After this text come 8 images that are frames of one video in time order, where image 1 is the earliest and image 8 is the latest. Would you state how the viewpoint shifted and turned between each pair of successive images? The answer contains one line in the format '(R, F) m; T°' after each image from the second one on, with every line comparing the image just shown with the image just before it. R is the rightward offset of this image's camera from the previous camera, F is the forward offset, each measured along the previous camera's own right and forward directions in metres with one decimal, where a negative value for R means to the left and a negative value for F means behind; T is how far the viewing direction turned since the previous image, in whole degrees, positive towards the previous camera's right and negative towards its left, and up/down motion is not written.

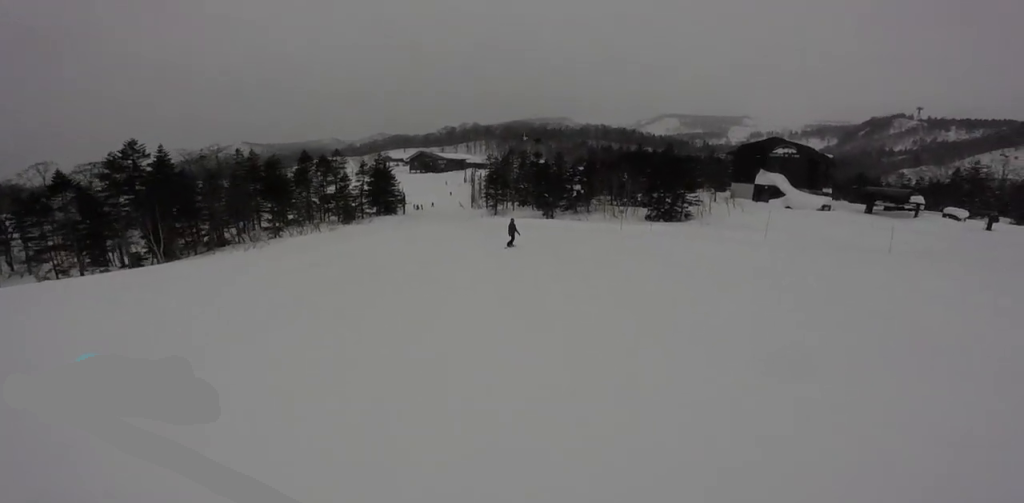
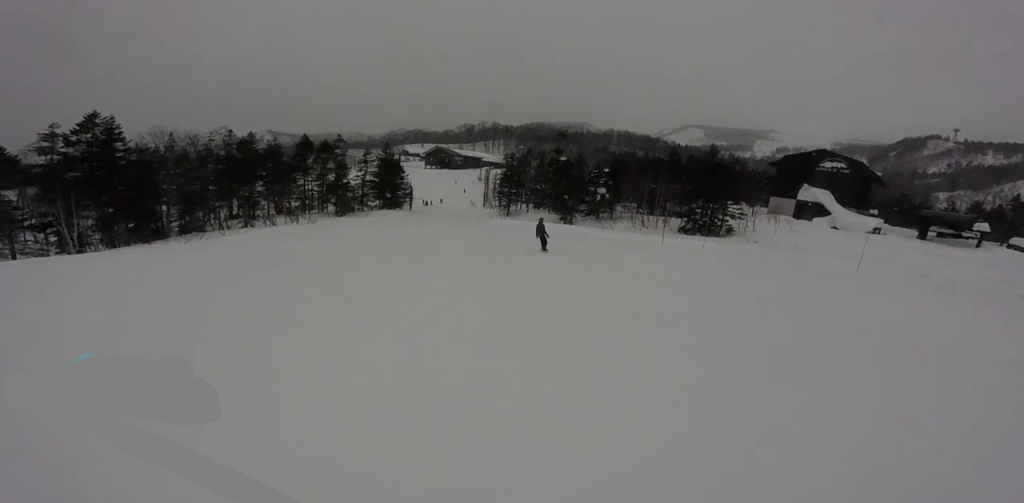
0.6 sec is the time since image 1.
(-0.8, +3.4) m; -10°
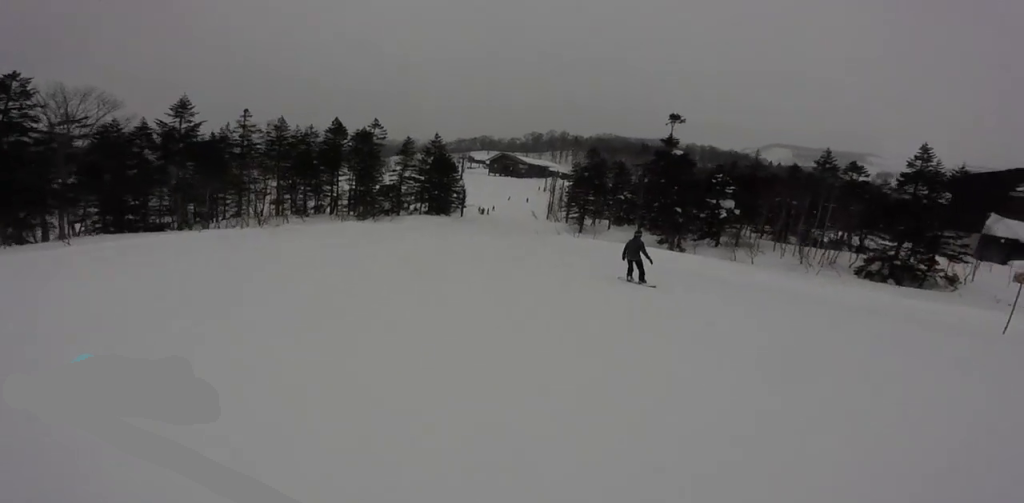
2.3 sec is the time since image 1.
(-1.2, +10.1) m; -5°
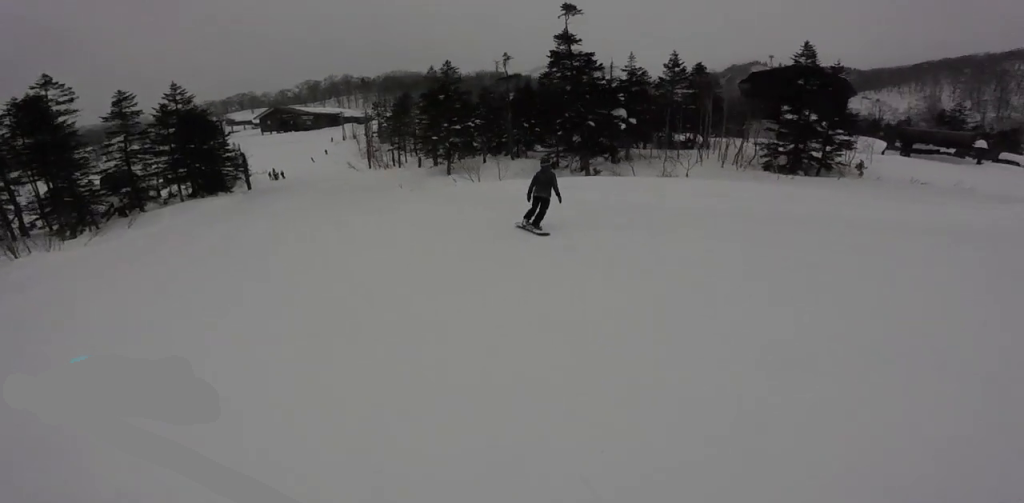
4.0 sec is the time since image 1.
(+0.8, +11.9) m; +7°
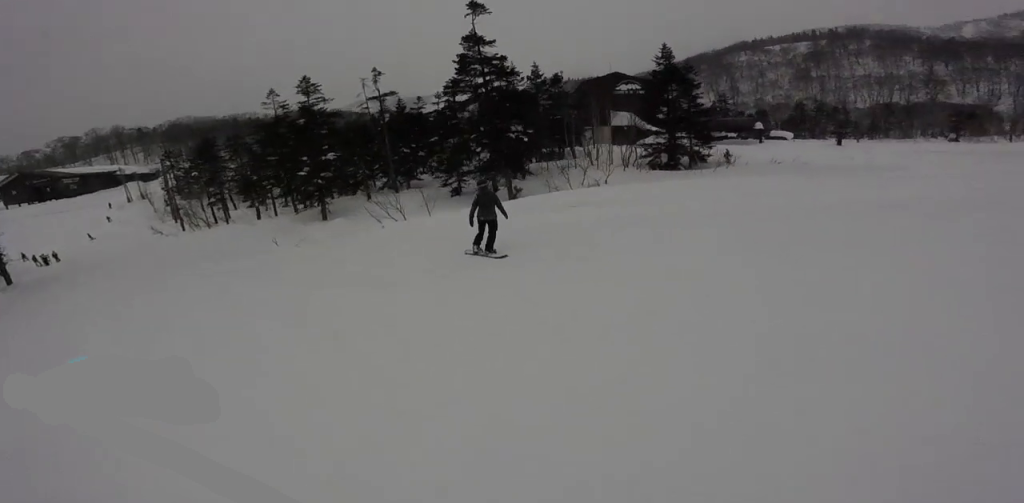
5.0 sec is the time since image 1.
(+0.1, +8.7) m; +3°
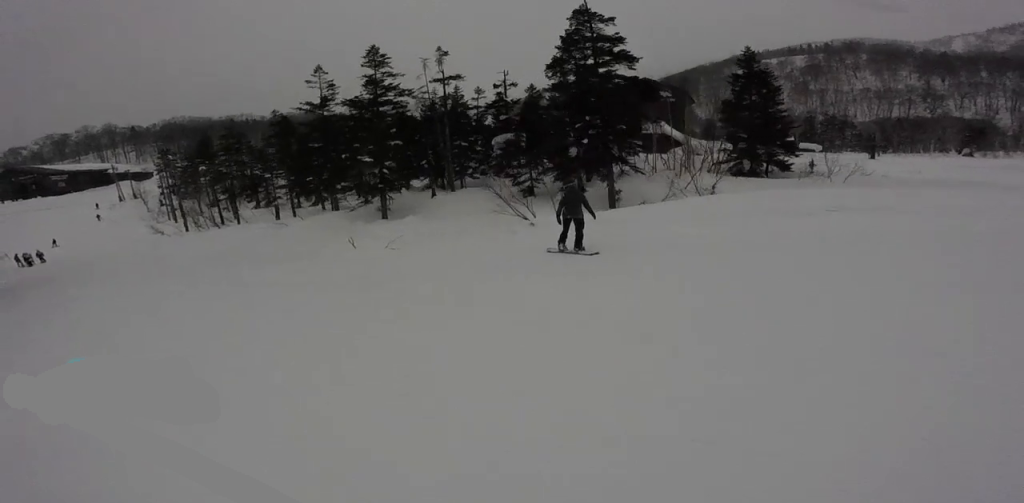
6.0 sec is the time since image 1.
(+0.3, +9.9) m; +3°
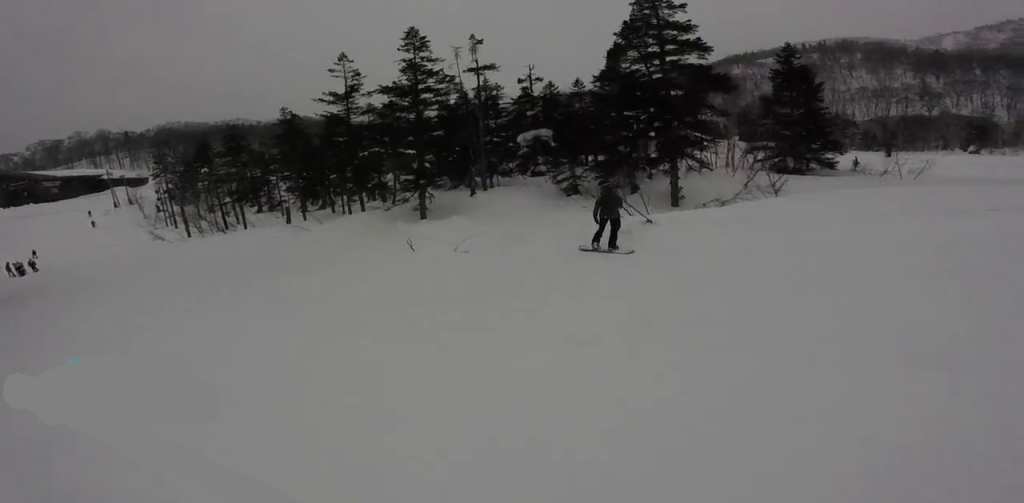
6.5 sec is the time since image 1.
(0.0, +5.1) m; +4°
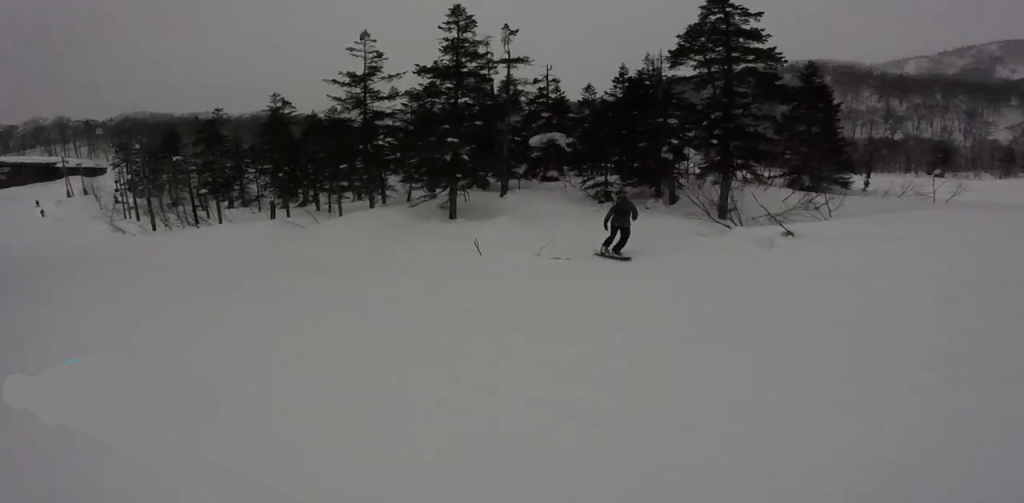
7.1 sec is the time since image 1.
(-0.3, +5.7) m; +5°
